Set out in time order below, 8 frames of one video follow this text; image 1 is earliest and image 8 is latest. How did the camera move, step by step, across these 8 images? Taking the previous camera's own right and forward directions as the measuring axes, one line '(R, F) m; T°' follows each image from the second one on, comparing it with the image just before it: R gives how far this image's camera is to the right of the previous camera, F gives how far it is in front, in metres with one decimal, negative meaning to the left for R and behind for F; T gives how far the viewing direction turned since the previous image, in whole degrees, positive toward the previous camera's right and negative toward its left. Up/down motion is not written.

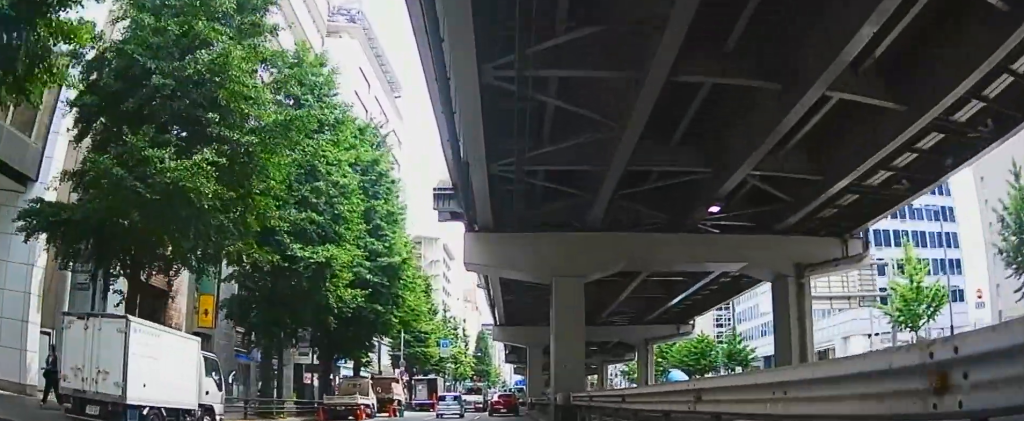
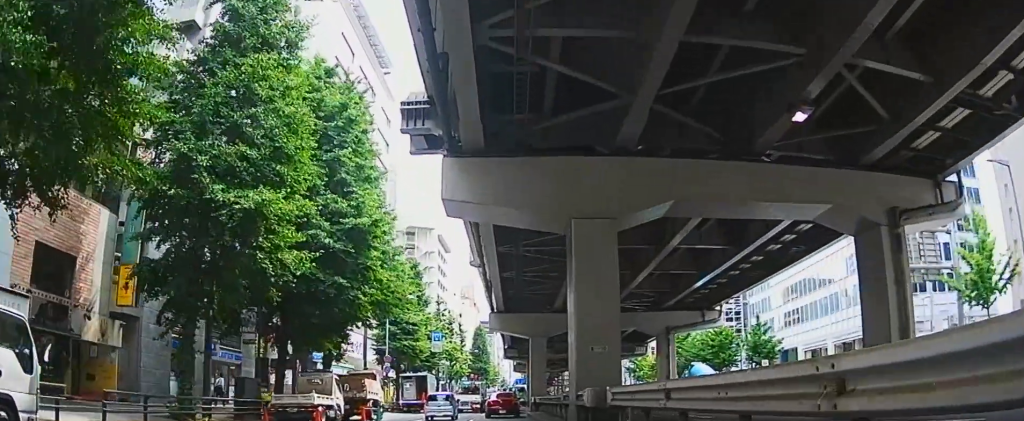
(-0.7, +7.3) m; -3°
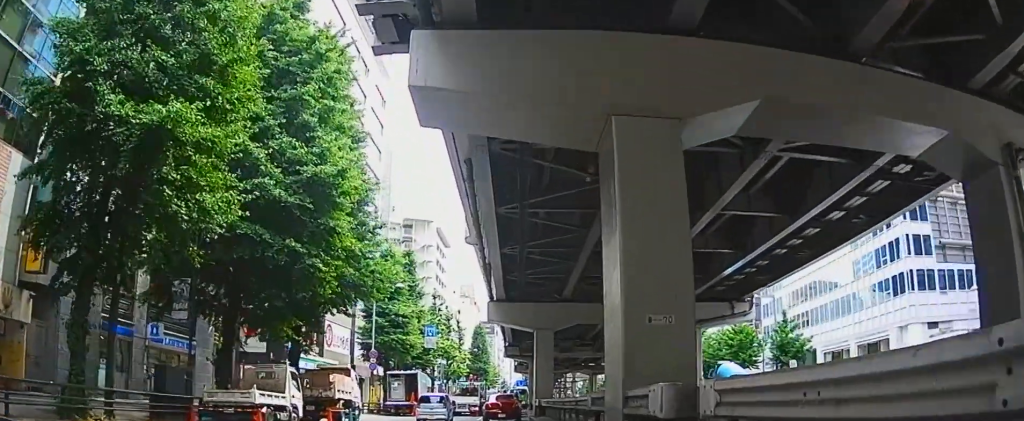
(+0.2, +5.7) m; +2°
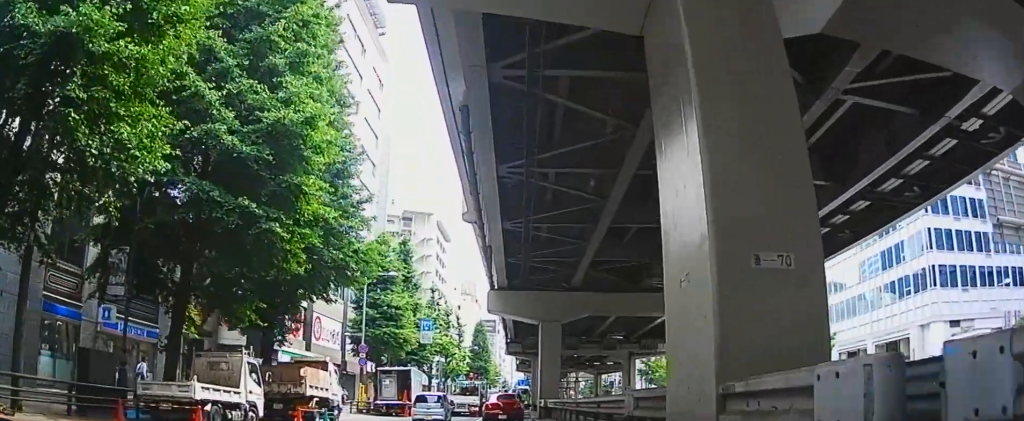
(+0.1, +3.9) m; +2°
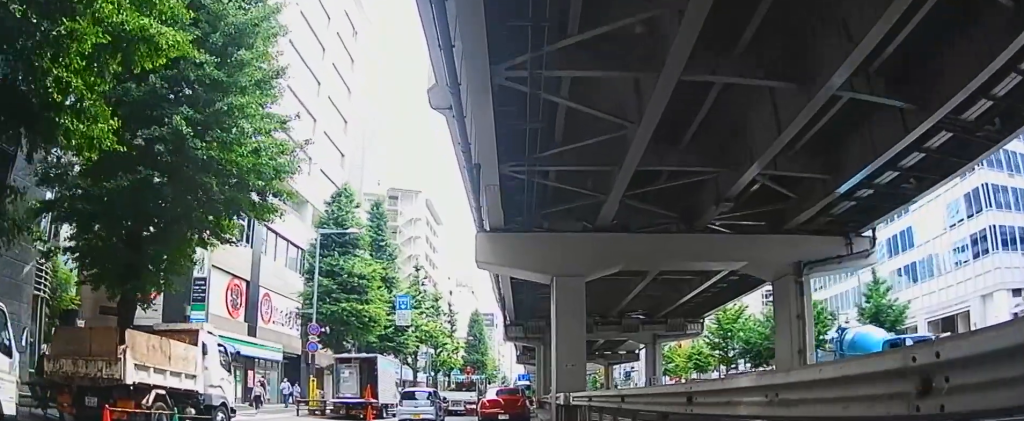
(+0.5, +10.1) m; +8°
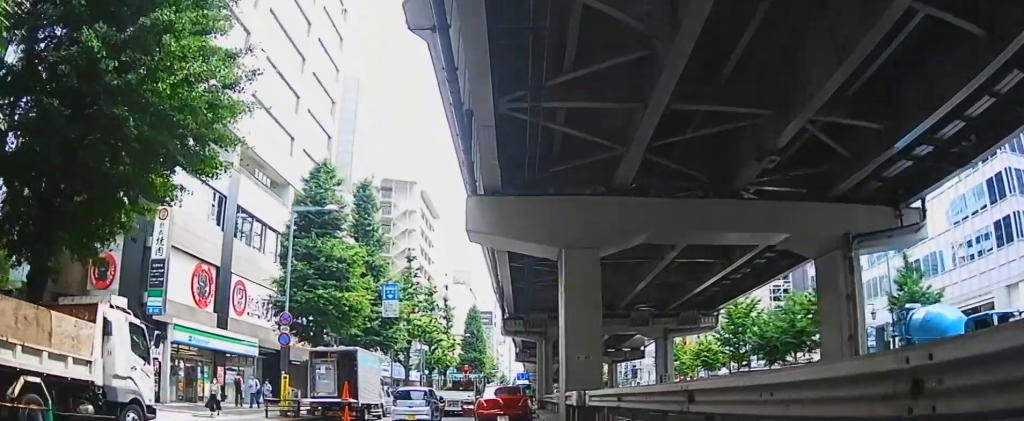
(+0.1, +3.8) m; +3°
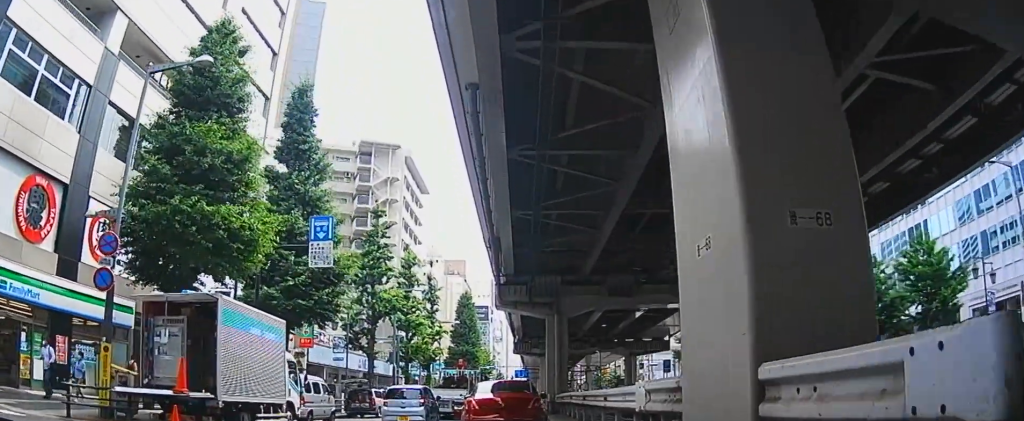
(-1.6, +12.8) m; -13°
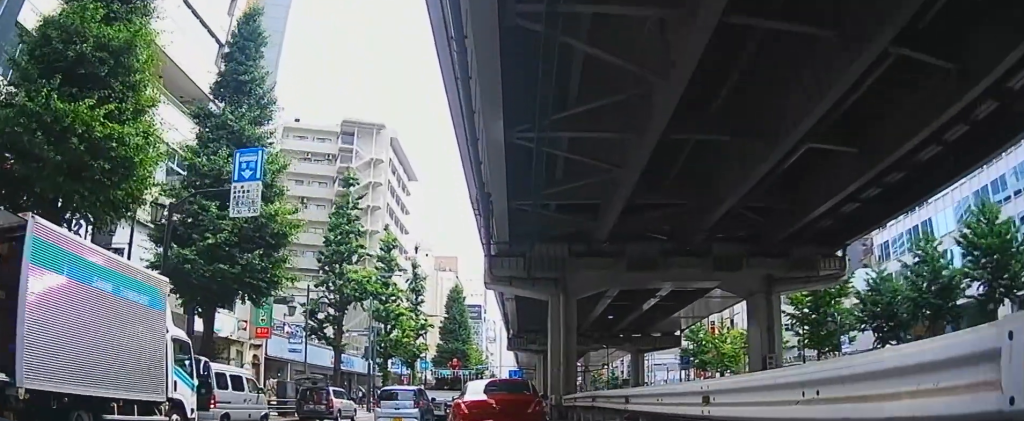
(+0.2, +6.8) m; 0°
